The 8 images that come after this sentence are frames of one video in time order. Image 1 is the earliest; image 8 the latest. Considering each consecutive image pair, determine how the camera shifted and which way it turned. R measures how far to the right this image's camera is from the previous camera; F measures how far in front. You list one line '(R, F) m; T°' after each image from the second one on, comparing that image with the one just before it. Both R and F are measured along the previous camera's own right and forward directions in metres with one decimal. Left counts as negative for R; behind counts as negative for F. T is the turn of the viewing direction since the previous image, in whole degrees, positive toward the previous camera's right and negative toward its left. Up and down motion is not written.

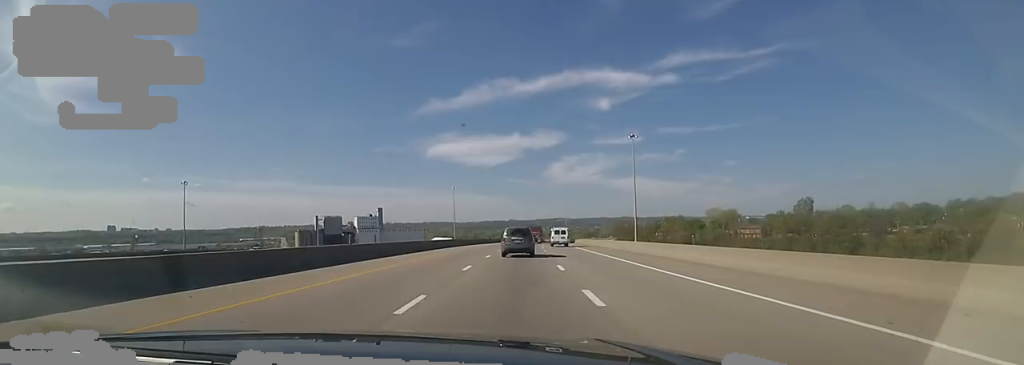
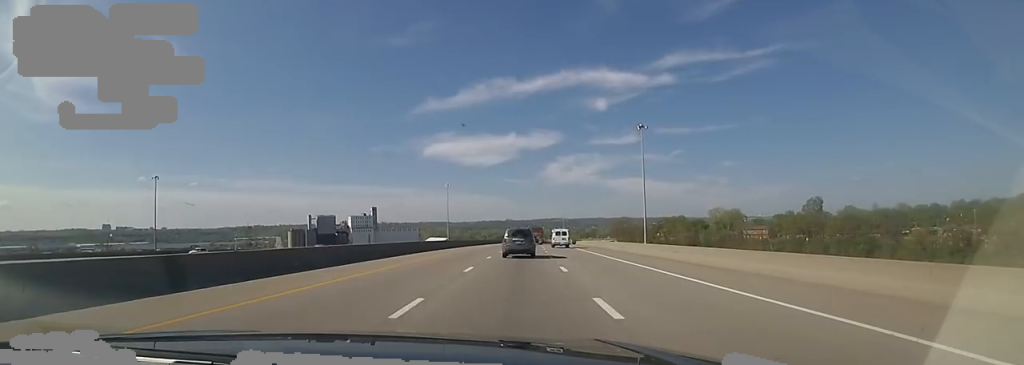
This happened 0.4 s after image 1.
(-0.4, +10.2) m; 0°
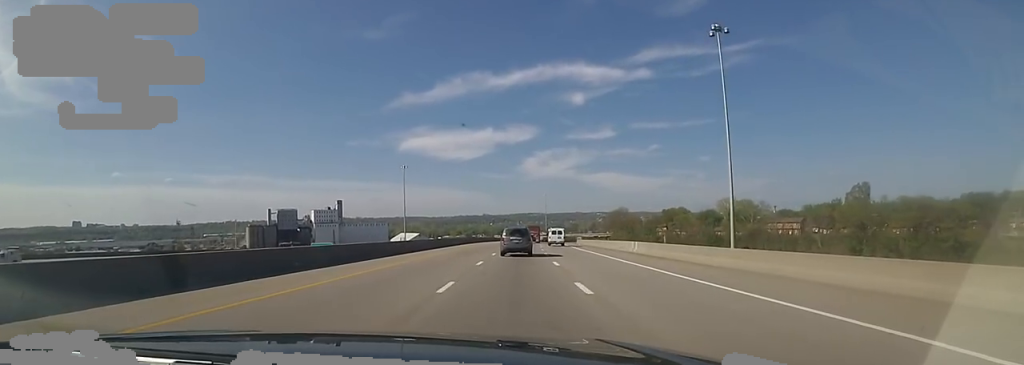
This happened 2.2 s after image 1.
(+3.0, +46.3) m; +4°
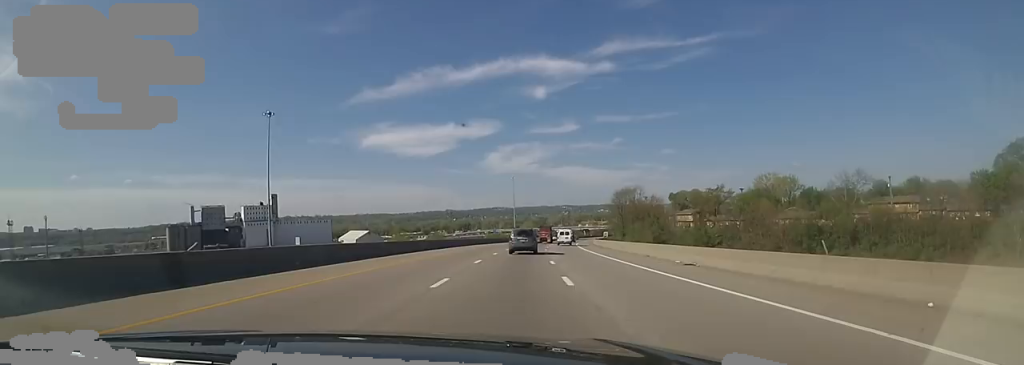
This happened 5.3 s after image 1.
(+3.9, +80.3) m; +4°
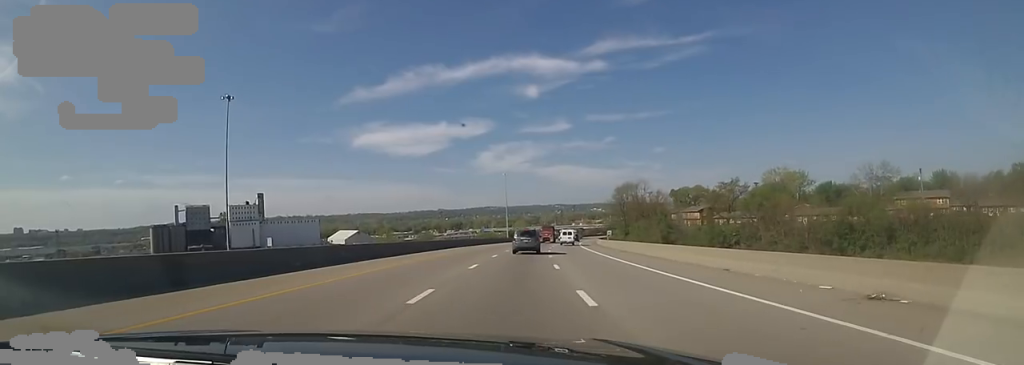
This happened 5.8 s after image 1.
(0.0, +12.8) m; +1°
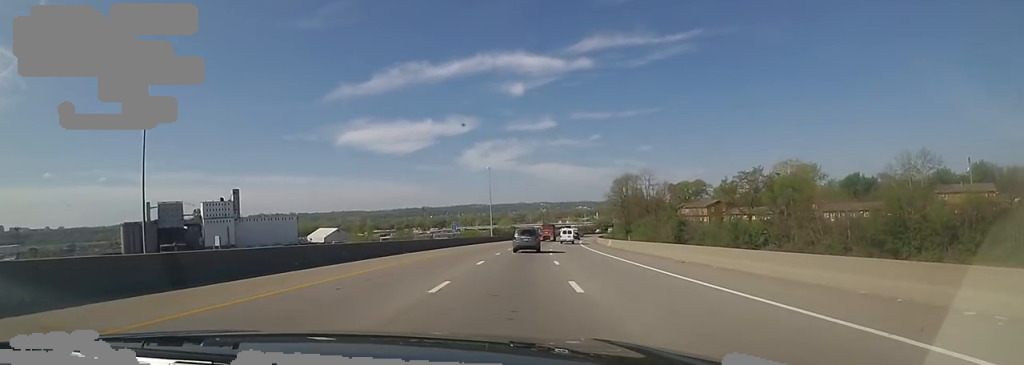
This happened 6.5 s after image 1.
(0.0, +17.9) m; +1°
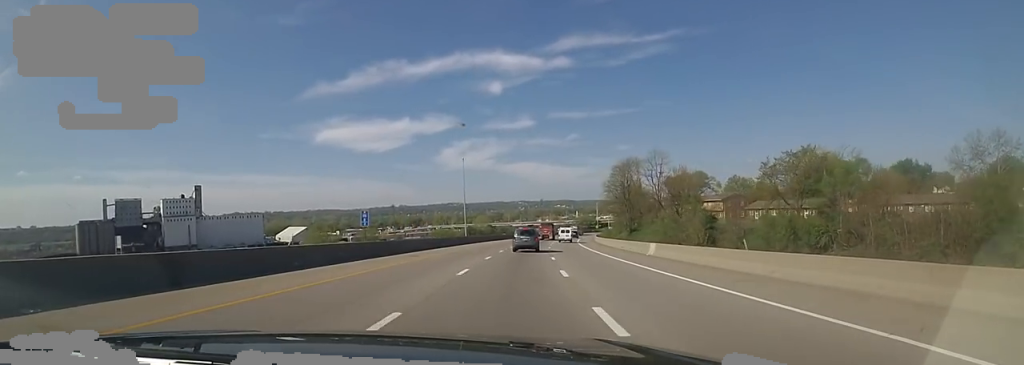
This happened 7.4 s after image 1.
(+0.7, +24.5) m; +2°
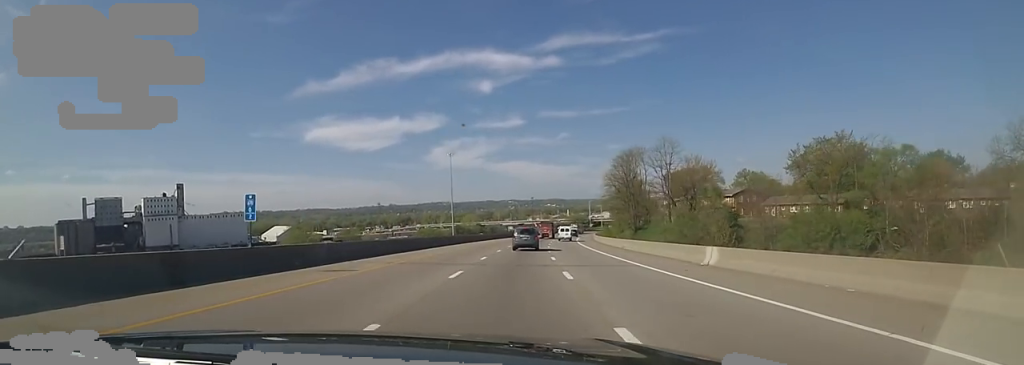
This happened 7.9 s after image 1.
(0.0, +11.2) m; +1°
